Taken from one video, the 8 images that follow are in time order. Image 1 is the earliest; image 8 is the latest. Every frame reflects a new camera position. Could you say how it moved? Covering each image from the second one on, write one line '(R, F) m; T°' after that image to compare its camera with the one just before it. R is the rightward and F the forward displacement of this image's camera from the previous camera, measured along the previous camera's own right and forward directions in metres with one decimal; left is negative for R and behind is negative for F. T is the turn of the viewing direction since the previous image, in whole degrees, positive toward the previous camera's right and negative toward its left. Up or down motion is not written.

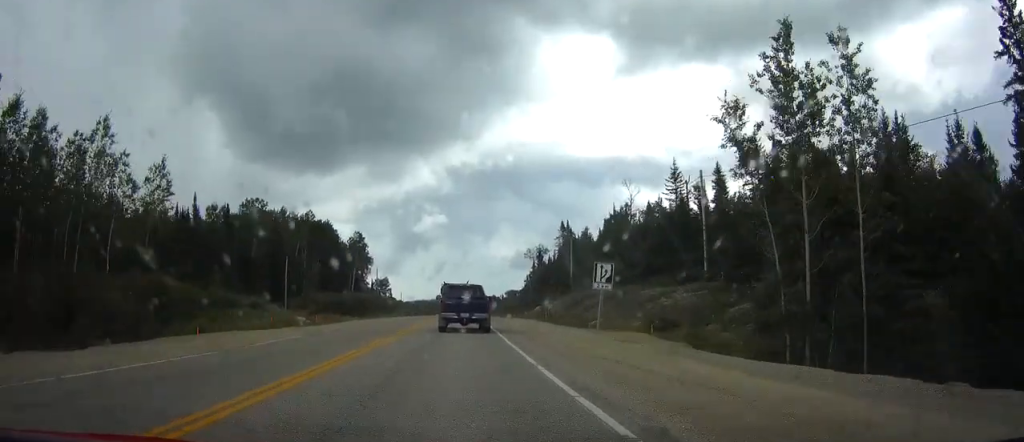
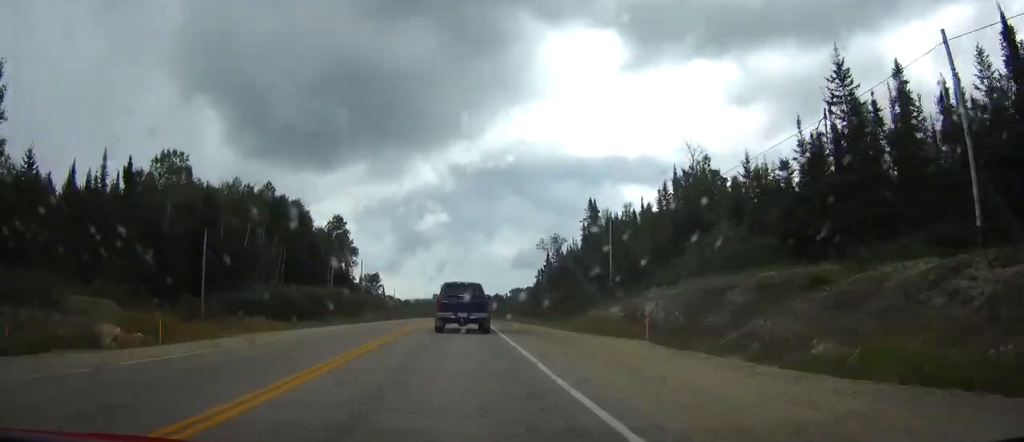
(-0.1, +30.6) m; 0°
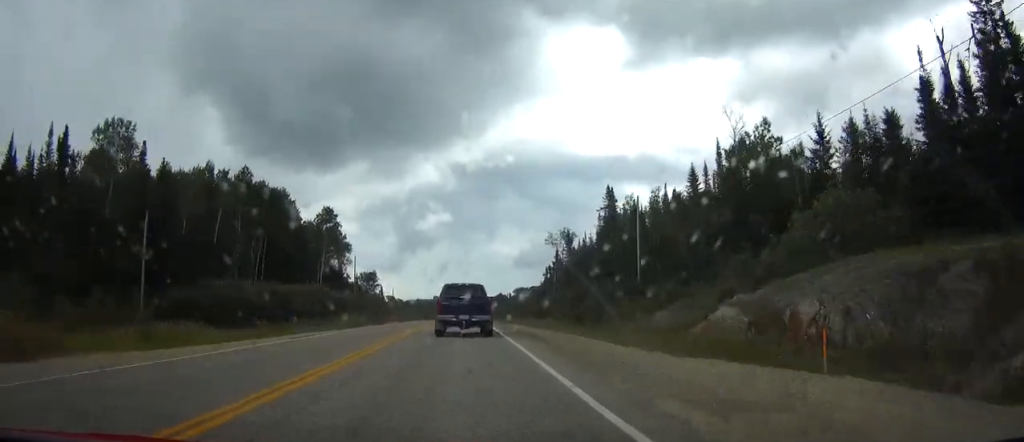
(+0.1, +13.0) m; 0°
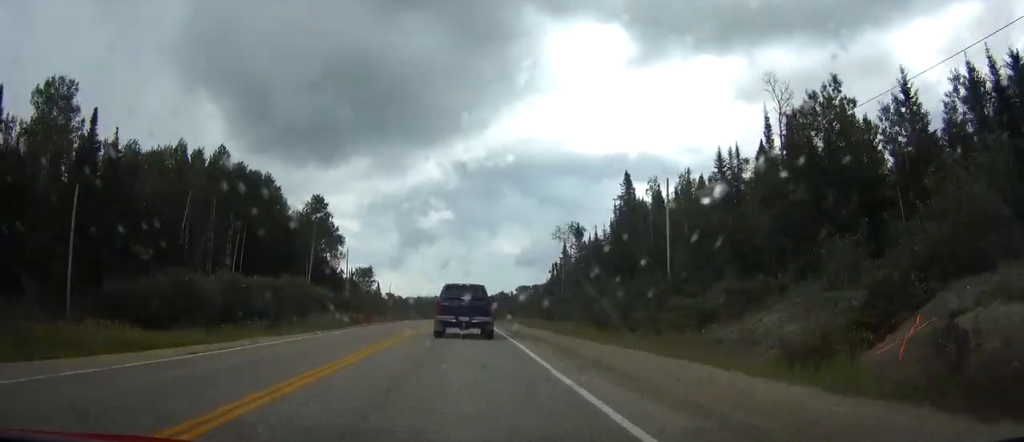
(-0.1, +10.7) m; 0°
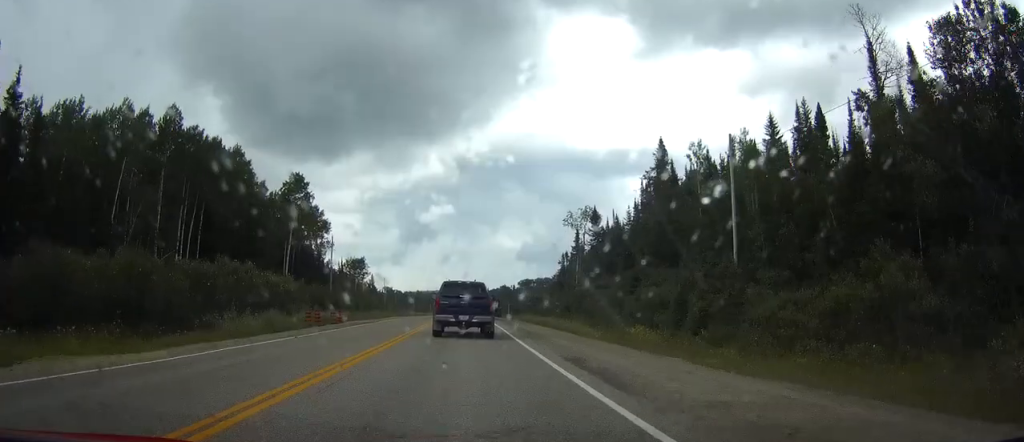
(0.0, +16.2) m; 0°
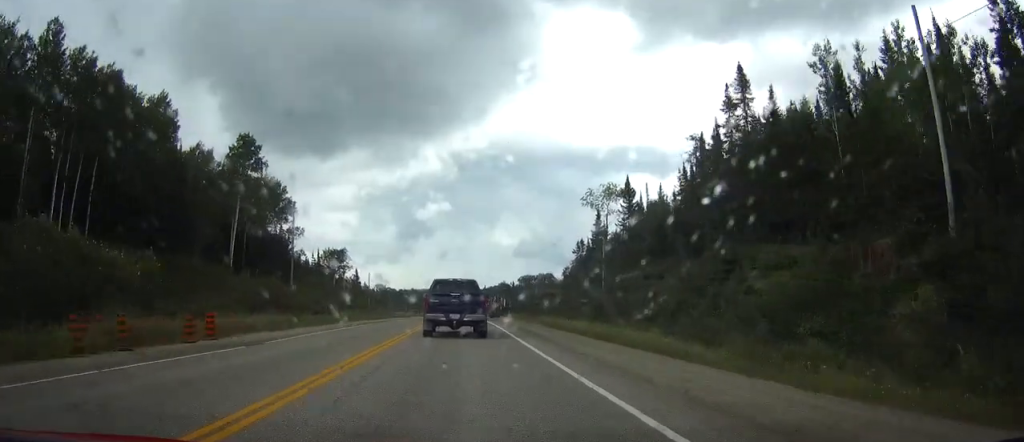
(+0.1, +25.0) m; 0°
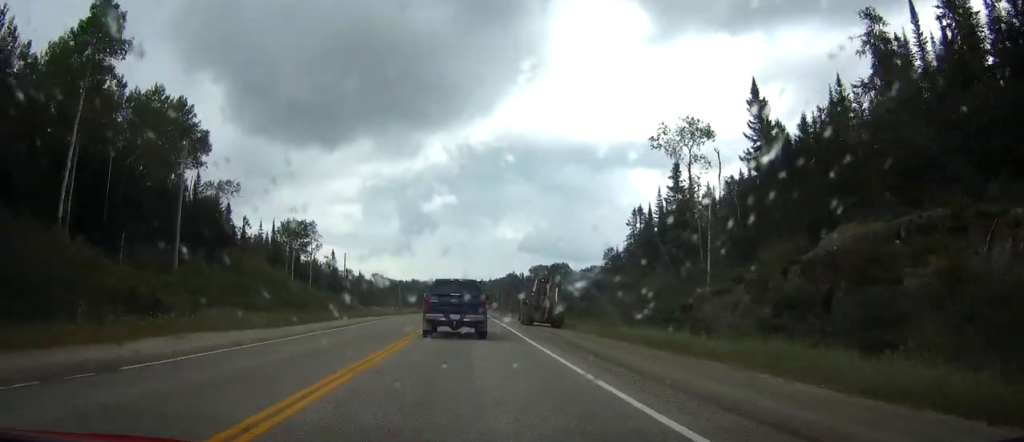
(-0.1, +40.2) m; 0°
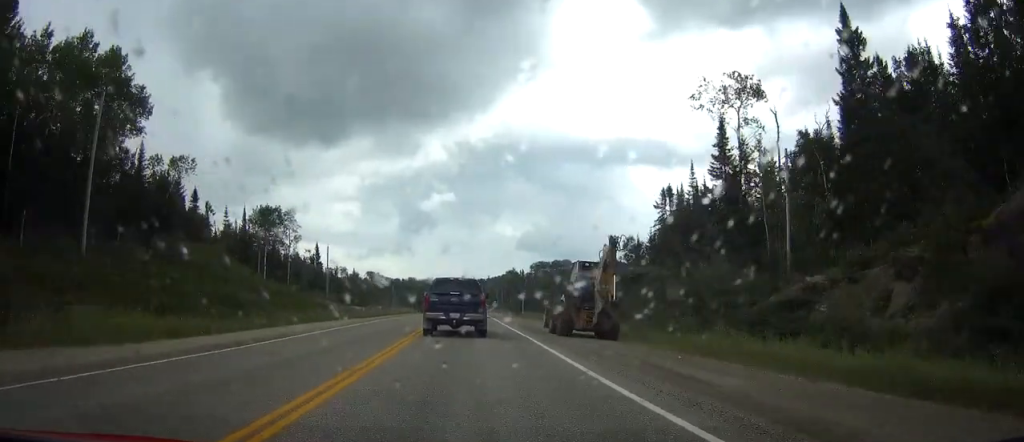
(+0.1, +14.9) m; 0°
